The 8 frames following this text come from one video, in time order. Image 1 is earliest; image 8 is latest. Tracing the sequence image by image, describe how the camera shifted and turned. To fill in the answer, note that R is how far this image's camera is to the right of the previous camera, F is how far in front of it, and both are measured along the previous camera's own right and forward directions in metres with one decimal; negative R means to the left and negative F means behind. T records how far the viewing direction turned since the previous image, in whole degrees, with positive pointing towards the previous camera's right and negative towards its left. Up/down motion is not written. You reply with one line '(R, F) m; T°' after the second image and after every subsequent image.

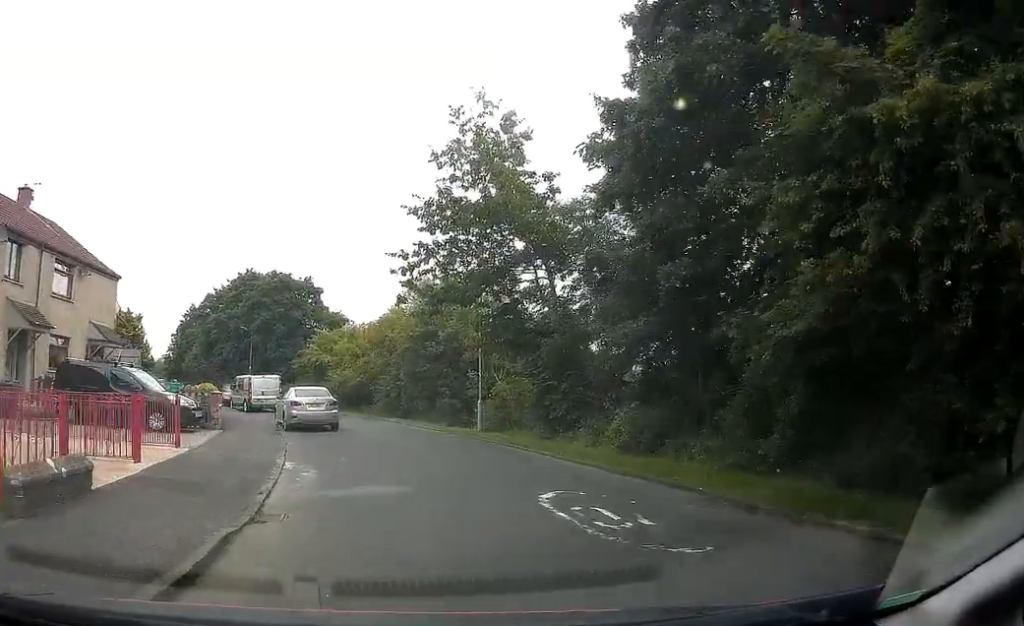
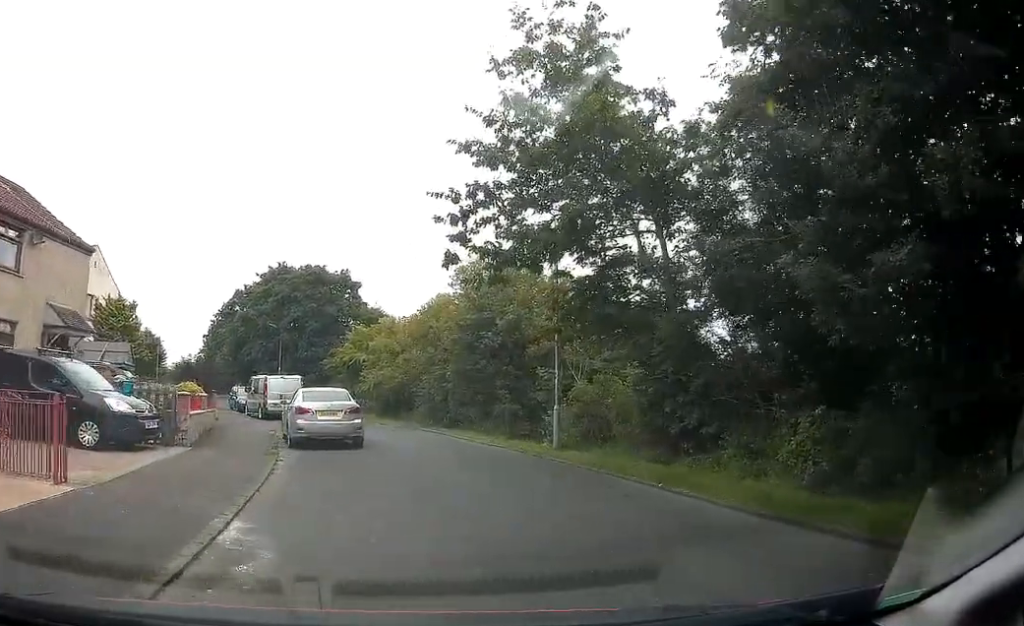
(-0.4, +7.5) m; 0°
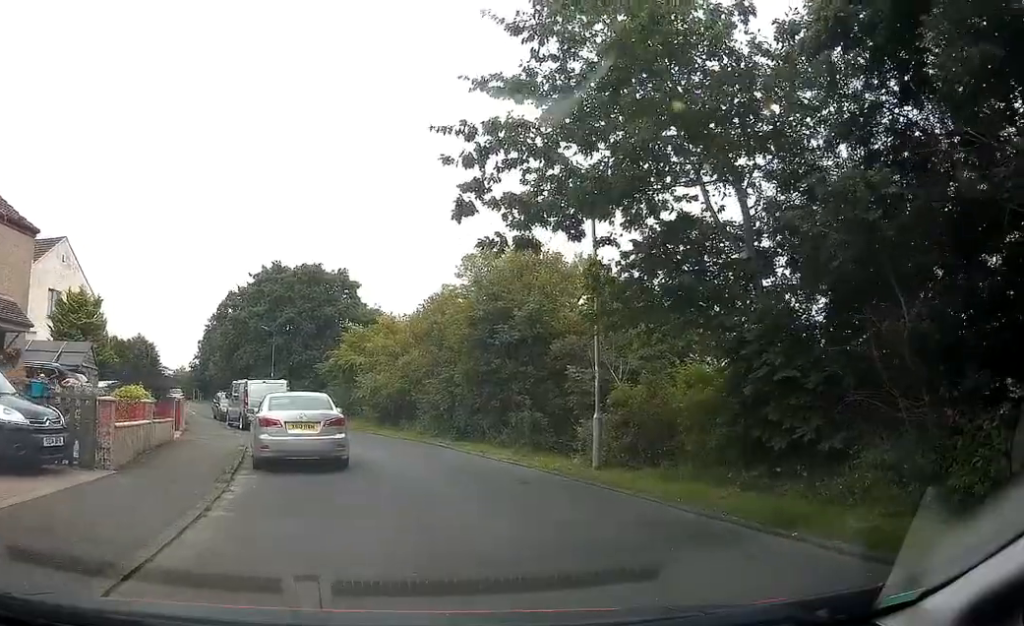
(+0.2, +4.5) m; -1°
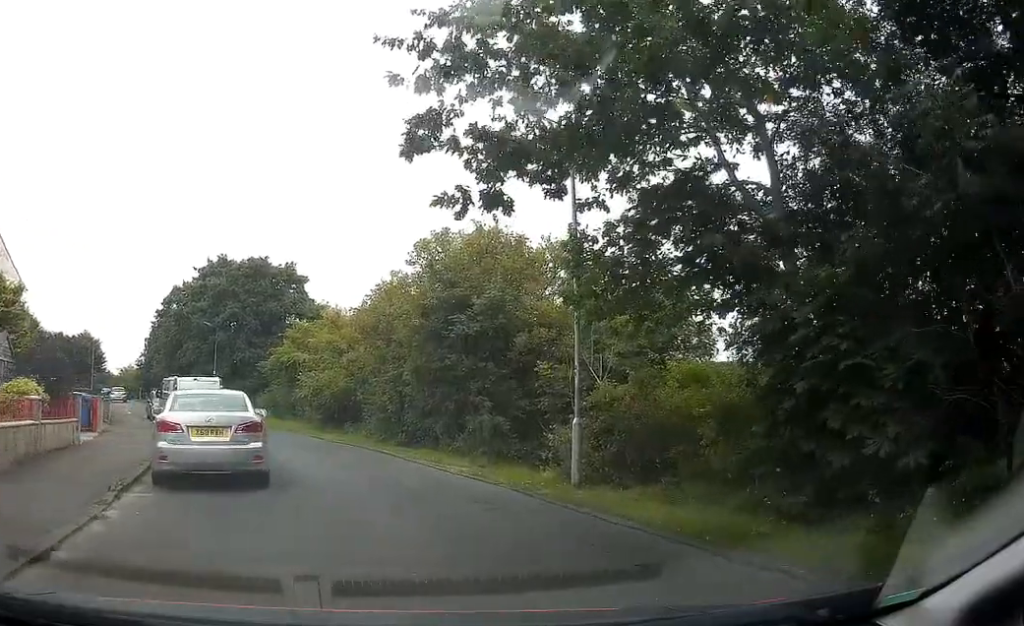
(-0.3, +2.8) m; +4°
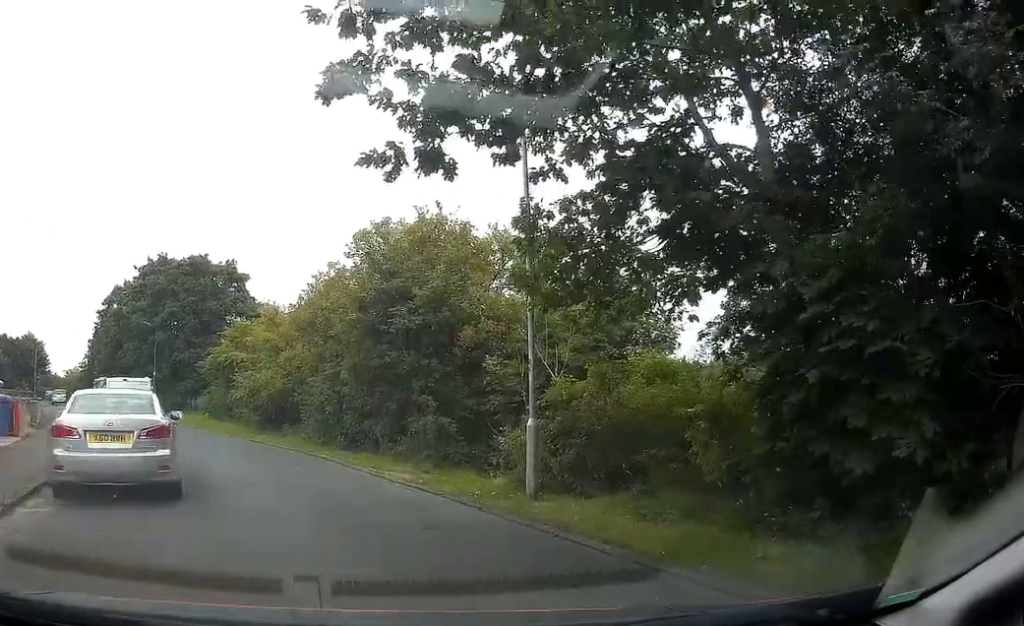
(+0.3, +1.3) m; +4°
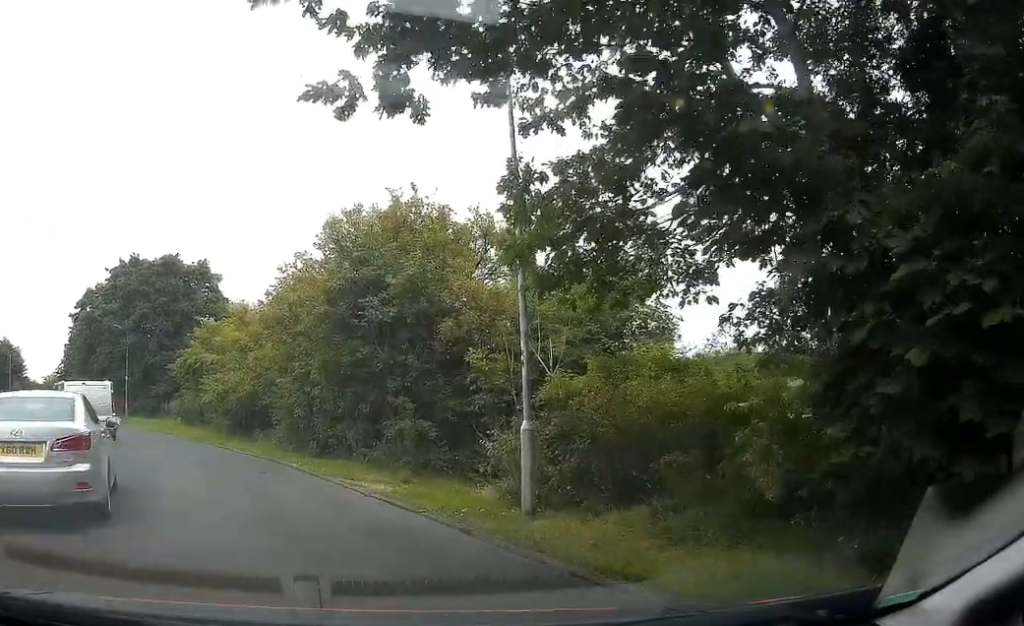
(+0.1, +1.5) m; -1°
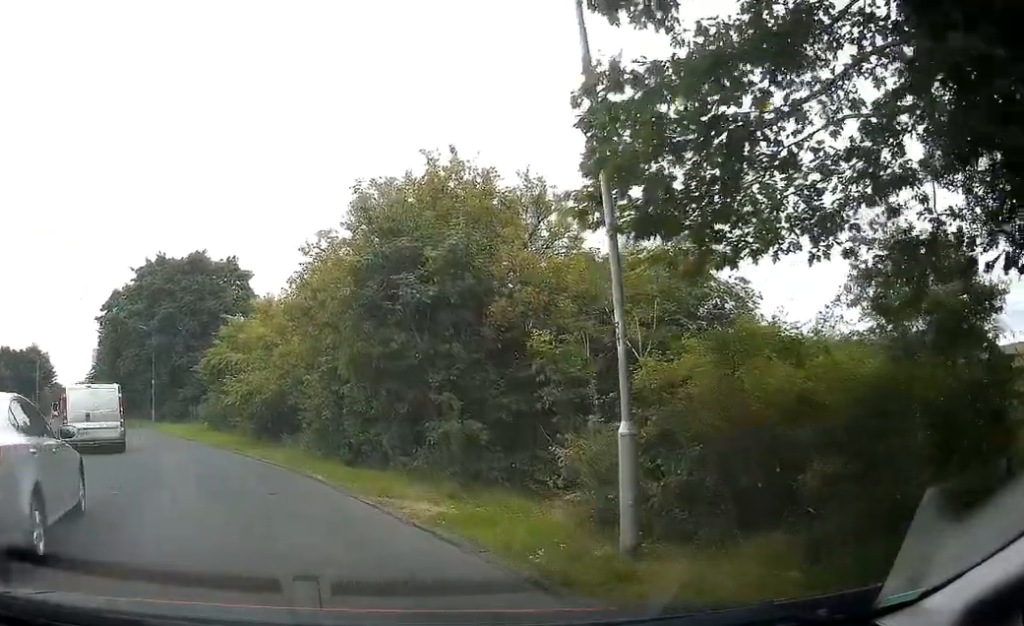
(-0.2, +2.1) m; -9°
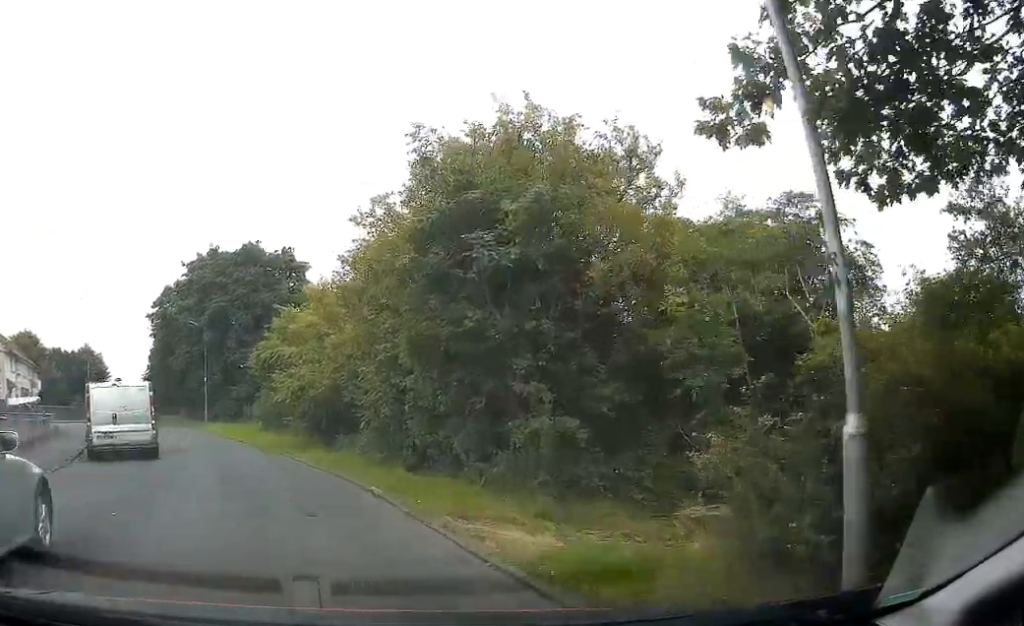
(-0.1, +2.1) m; -6°
